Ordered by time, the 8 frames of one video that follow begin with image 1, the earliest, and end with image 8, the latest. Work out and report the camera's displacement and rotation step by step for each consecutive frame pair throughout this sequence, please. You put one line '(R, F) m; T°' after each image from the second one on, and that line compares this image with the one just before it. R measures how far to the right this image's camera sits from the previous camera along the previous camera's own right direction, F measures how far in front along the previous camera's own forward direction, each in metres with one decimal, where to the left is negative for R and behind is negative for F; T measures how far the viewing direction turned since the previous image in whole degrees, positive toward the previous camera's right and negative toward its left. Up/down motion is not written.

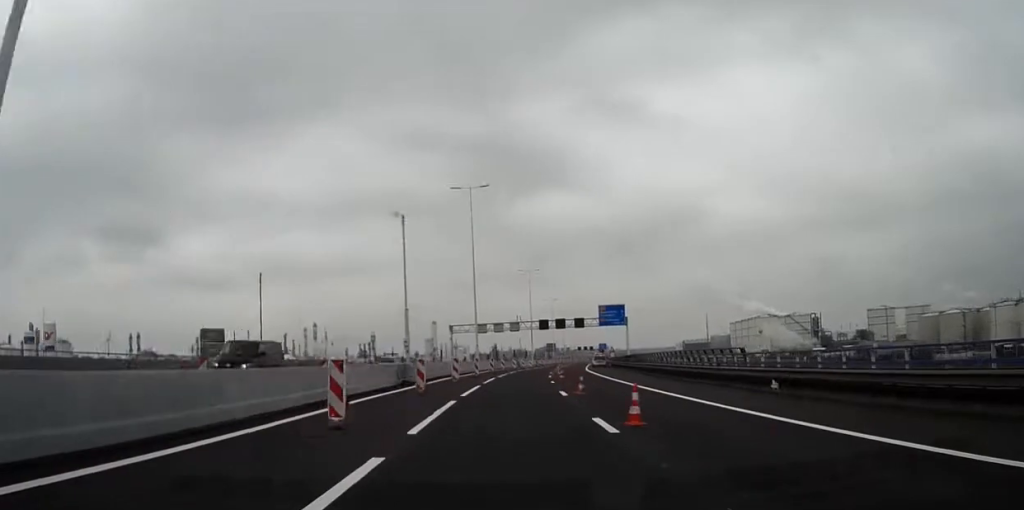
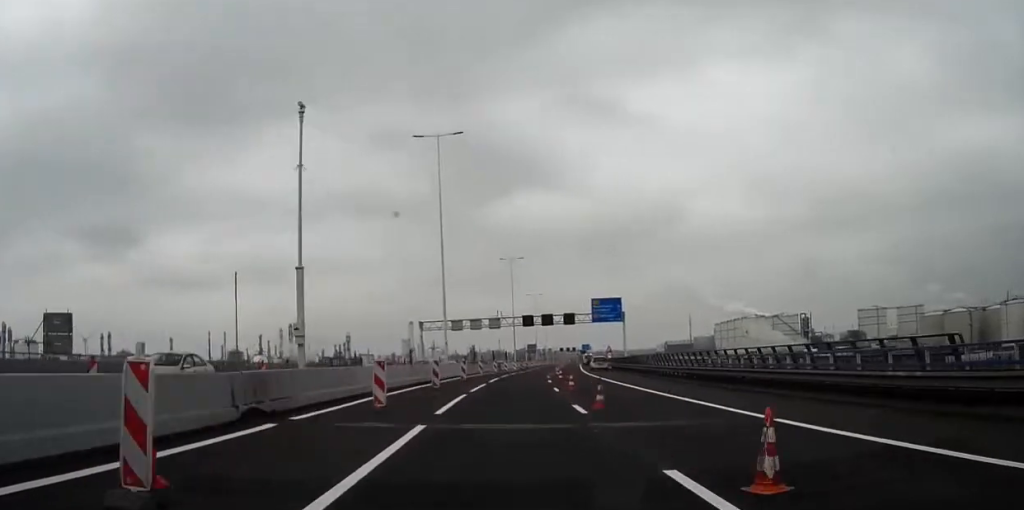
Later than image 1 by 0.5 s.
(+0.1, +19.6) m; +2°
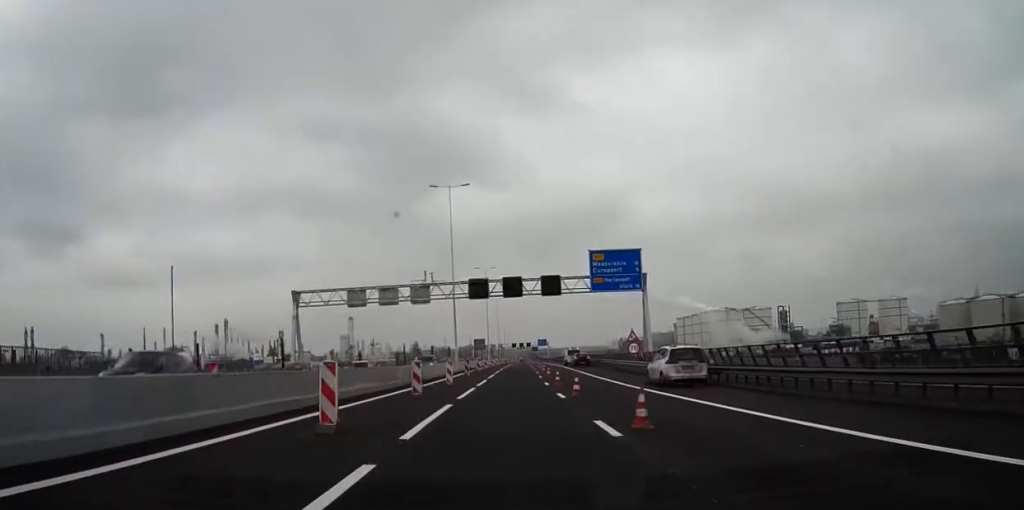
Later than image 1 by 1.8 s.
(+2.5, +54.6) m; +4°
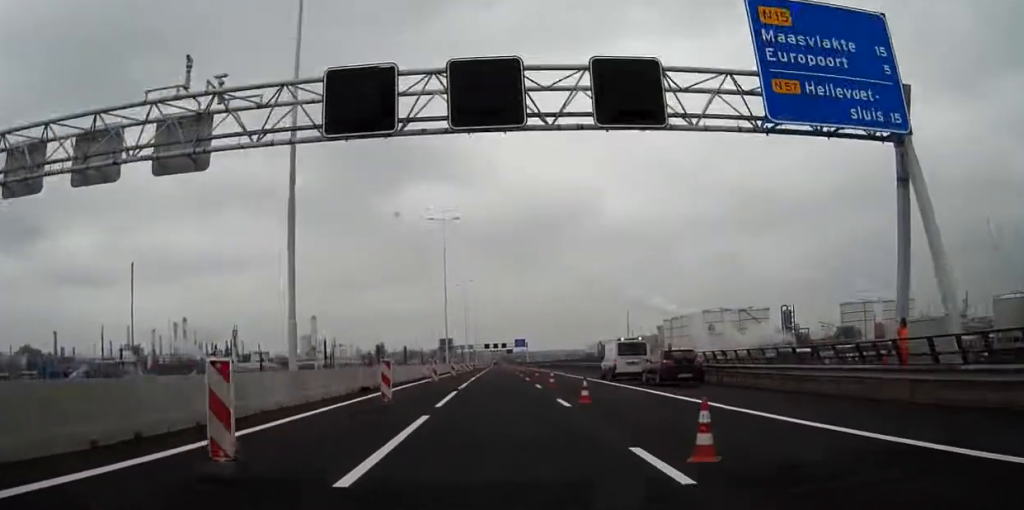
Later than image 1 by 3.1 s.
(+0.9, +54.5) m; +1°
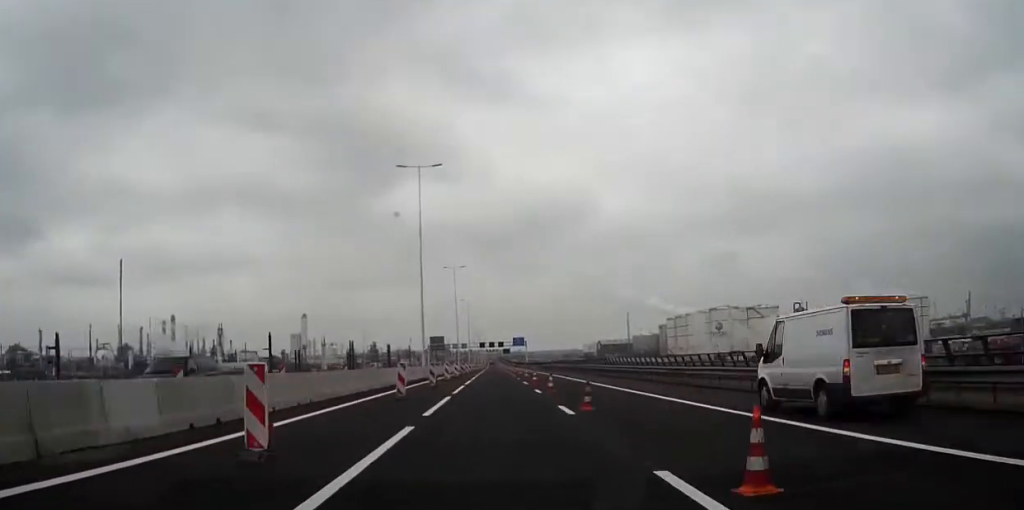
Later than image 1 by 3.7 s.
(0.0, +26.4) m; 0°
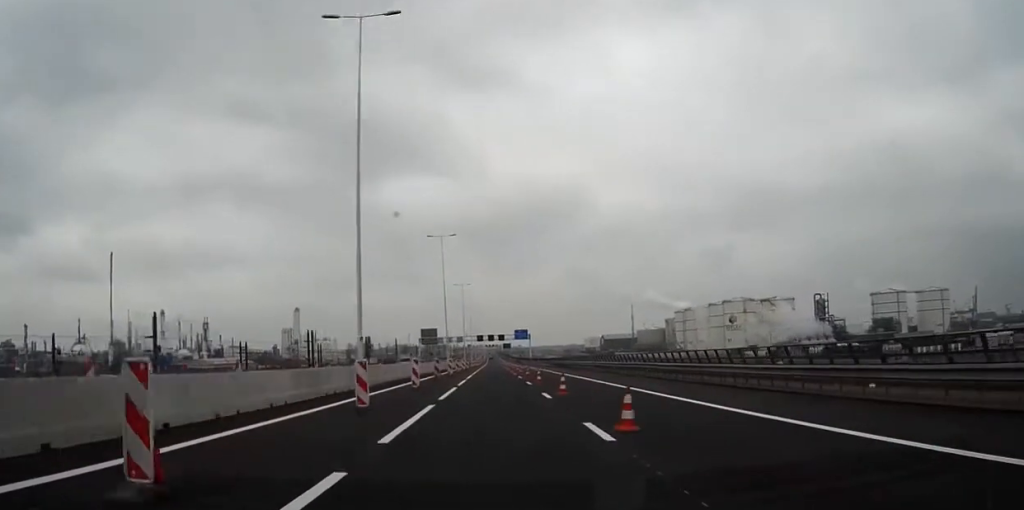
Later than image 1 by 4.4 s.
(0.0, +30.4) m; 0°
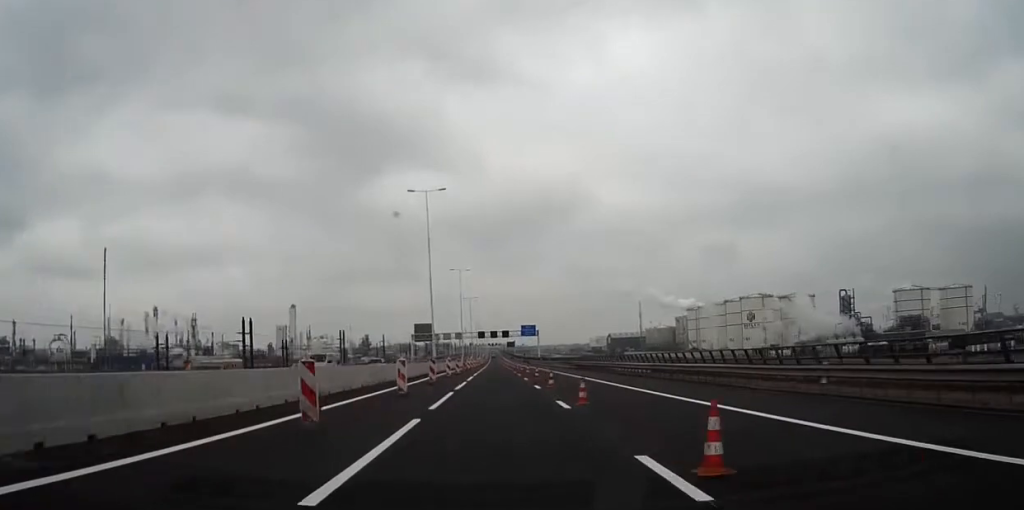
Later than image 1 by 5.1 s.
(-0.2, +28.9) m; 0°
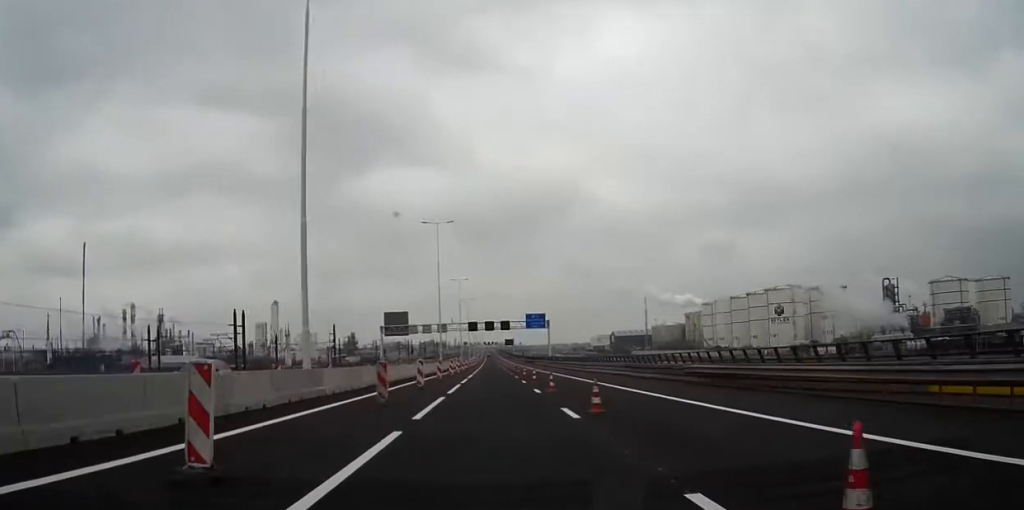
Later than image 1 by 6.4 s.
(-0.2, +50.8) m; 0°
